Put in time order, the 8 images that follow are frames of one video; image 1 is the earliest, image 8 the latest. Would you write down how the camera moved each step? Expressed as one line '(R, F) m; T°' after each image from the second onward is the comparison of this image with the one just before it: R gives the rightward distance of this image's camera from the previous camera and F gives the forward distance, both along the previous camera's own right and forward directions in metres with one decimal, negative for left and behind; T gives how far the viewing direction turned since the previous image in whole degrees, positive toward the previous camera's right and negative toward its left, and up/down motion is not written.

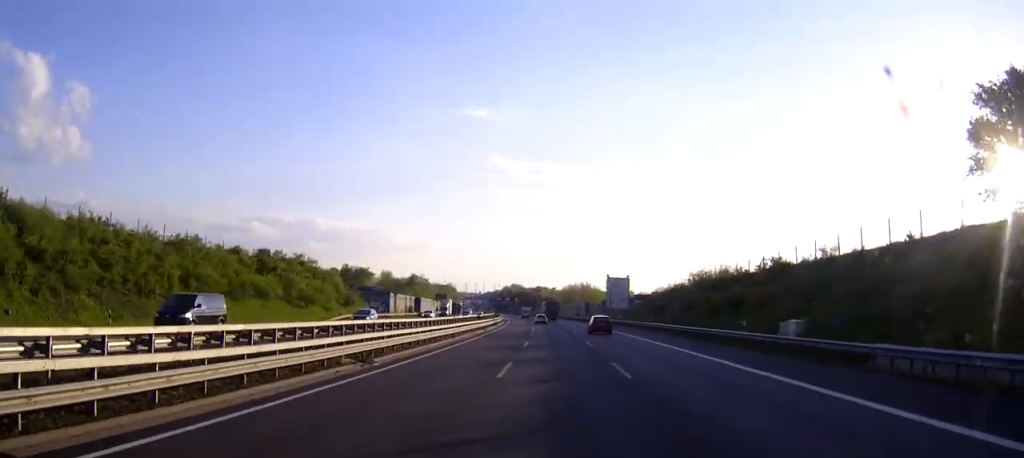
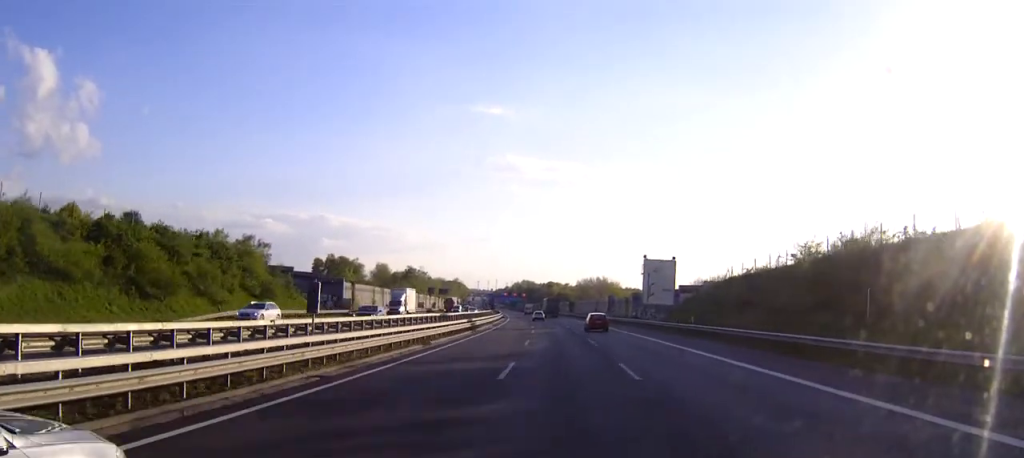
(-0.4, +37.0) m; -1°
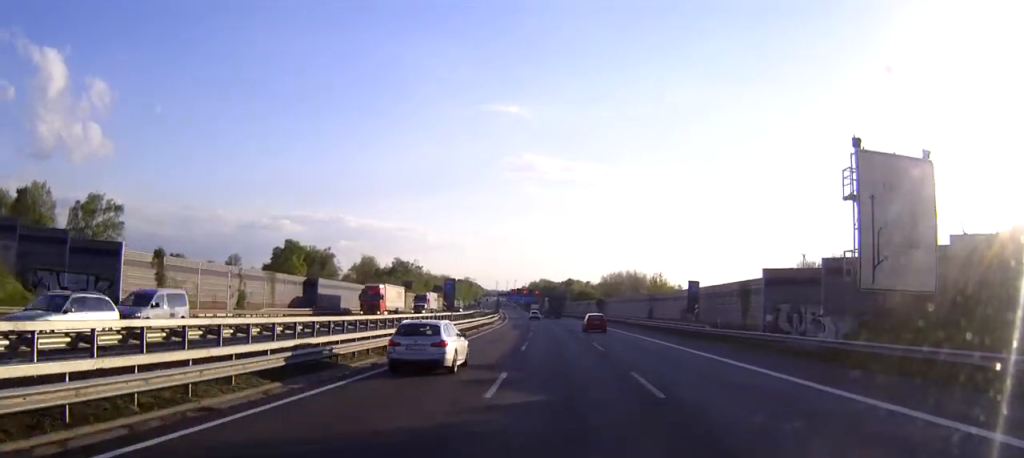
(-0.6, +57.7) m; -1°
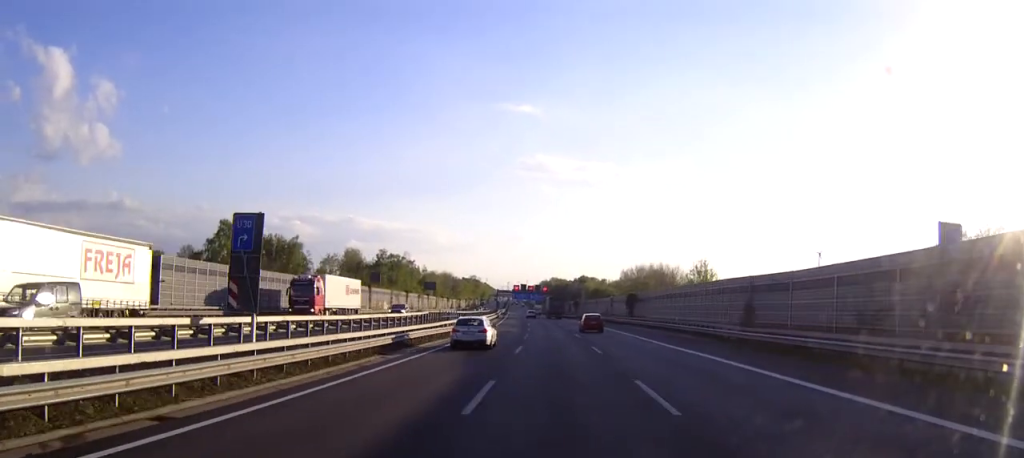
(-0.4, +38.3) m; -1°
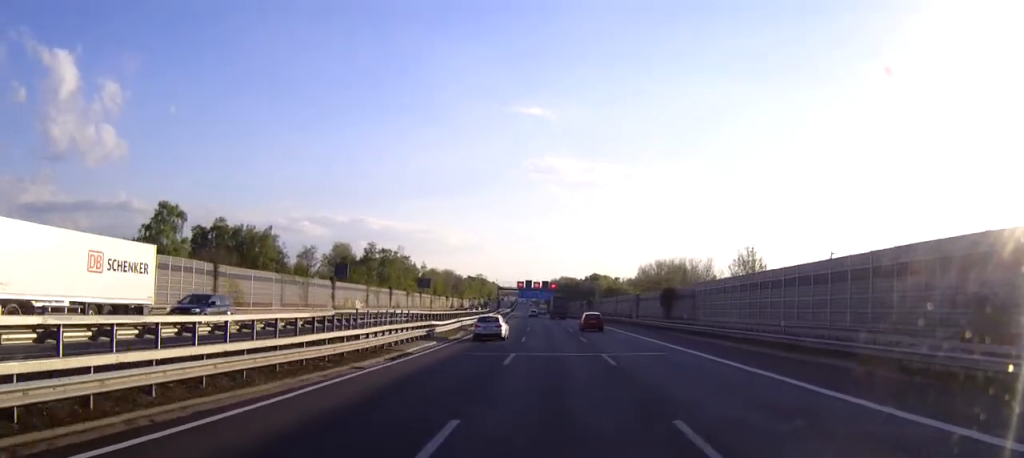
(-0.1, +24.5) m; -1°
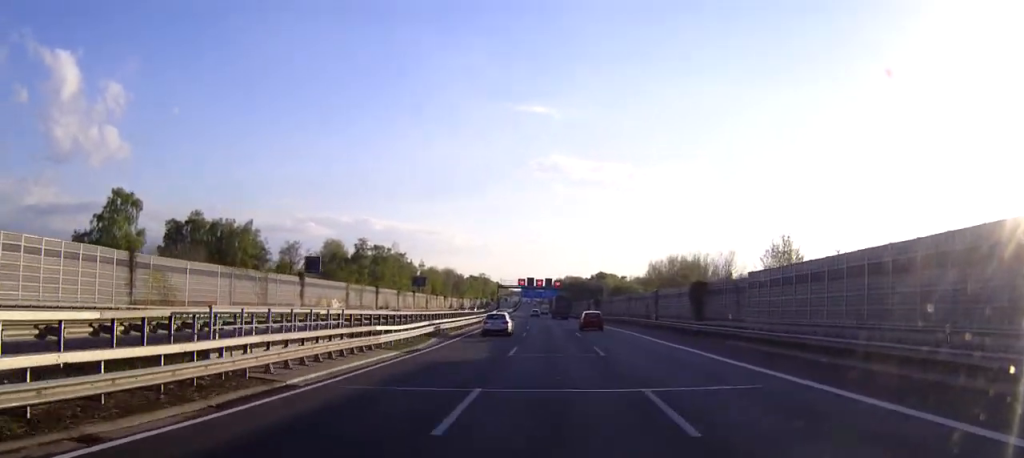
(0.0, +13.8) m; 0°
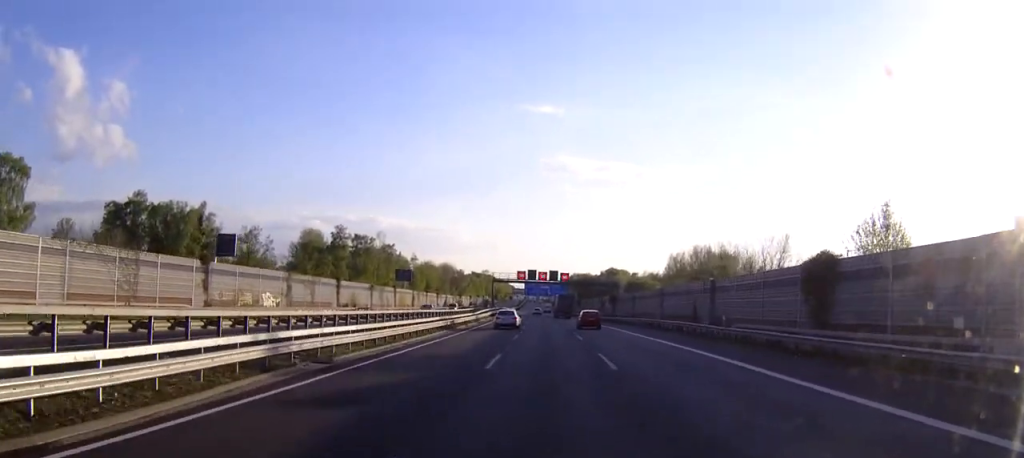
(-0.1, +25.6) m; -1°
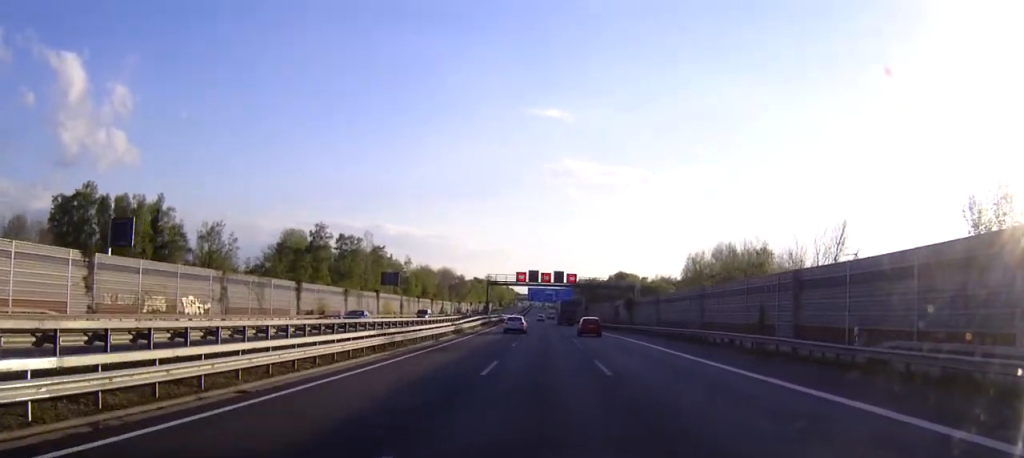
(-0.2, +17.7) m; 0°
